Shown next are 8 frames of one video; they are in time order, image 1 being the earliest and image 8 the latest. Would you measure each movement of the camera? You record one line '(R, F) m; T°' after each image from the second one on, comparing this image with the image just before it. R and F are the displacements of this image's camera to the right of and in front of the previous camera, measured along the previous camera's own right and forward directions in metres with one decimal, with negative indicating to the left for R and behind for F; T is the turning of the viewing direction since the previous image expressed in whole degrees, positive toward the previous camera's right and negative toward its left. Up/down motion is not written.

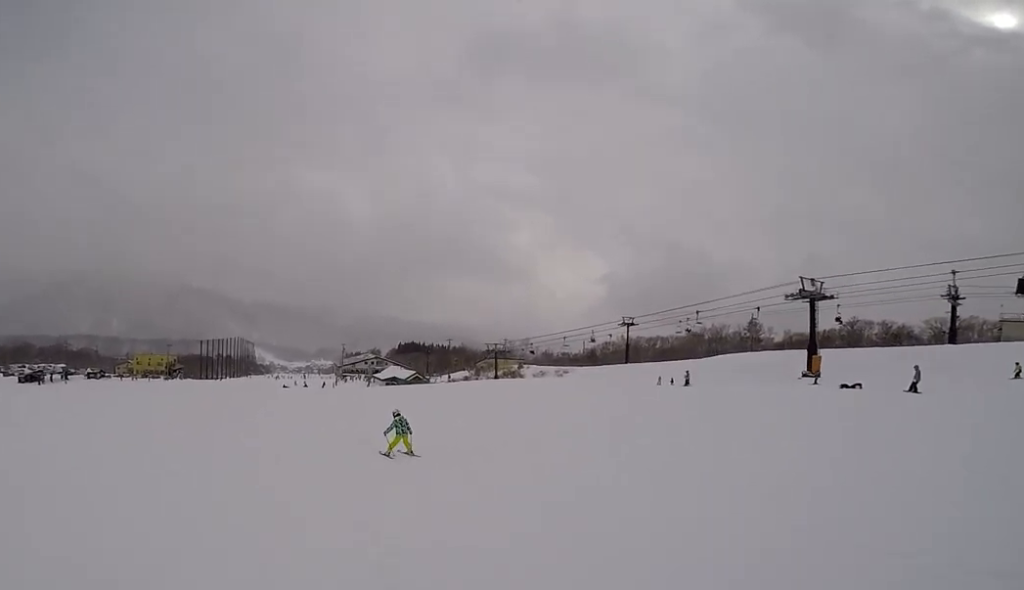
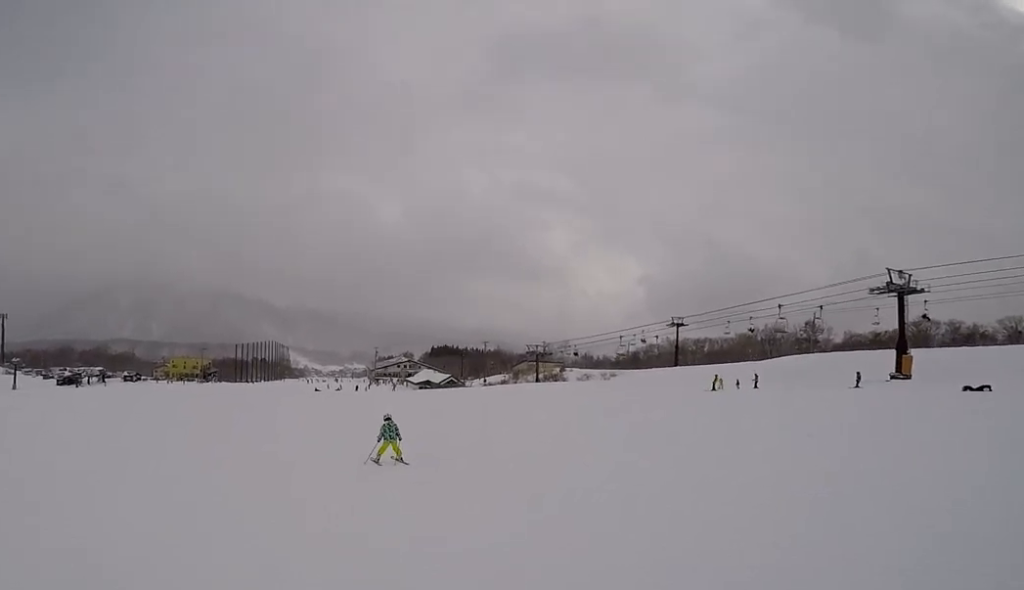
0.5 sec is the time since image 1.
(+0.5, +3.7) m; 0°
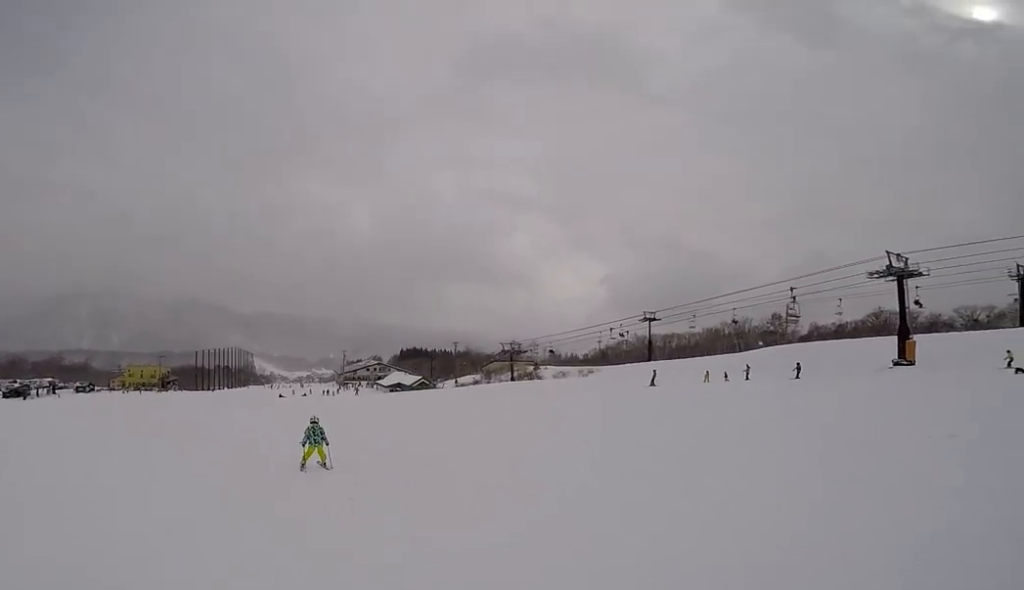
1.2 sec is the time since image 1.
(+0.1, +4.8) m; -2°
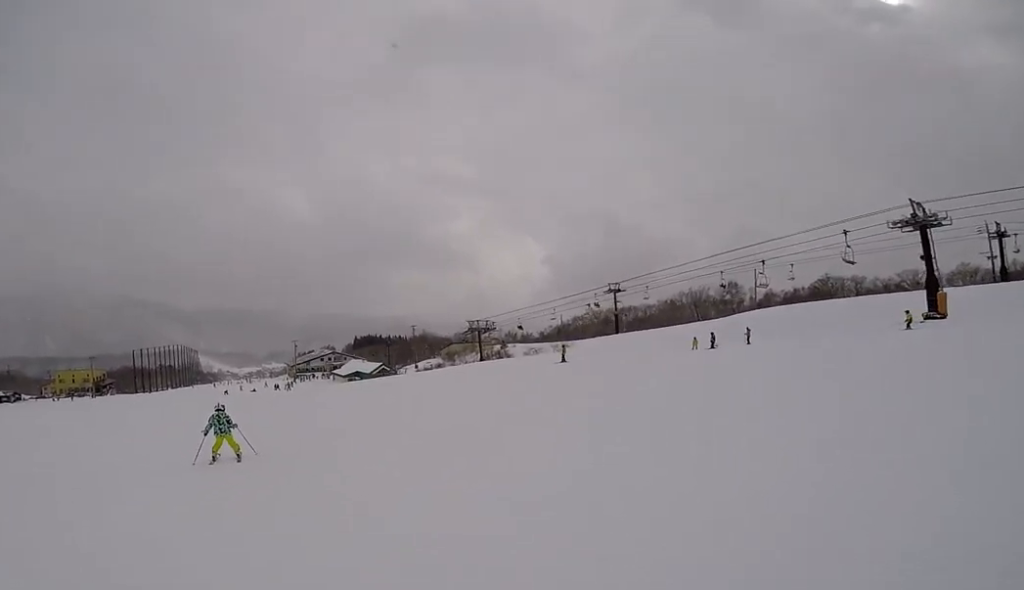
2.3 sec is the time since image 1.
(-0.8, +8.5) m; -5°
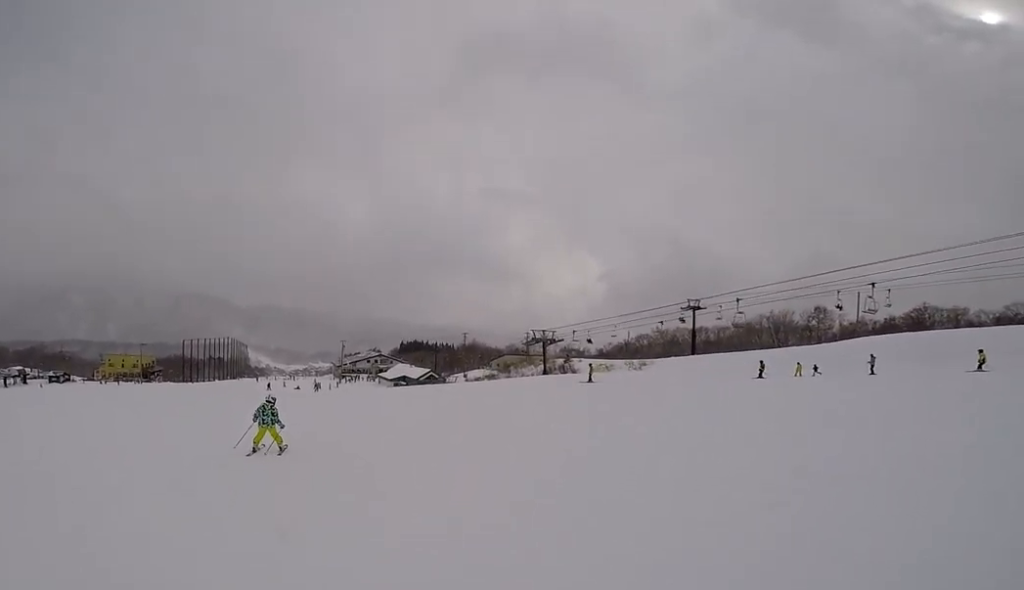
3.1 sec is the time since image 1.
(0.0, +5.9) m; 0°
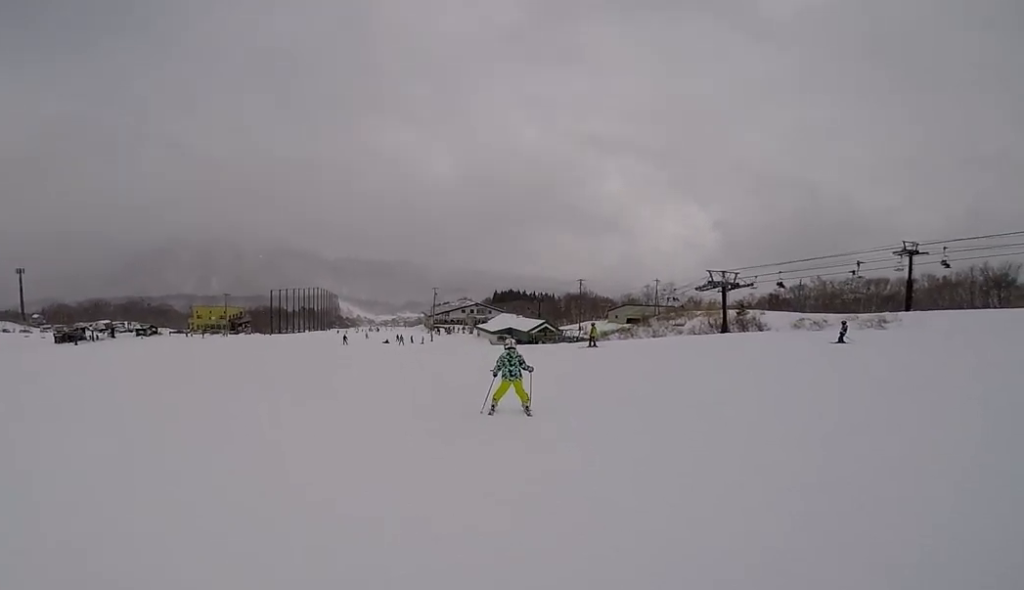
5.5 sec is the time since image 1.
(0.0, +16.9) m; 0°
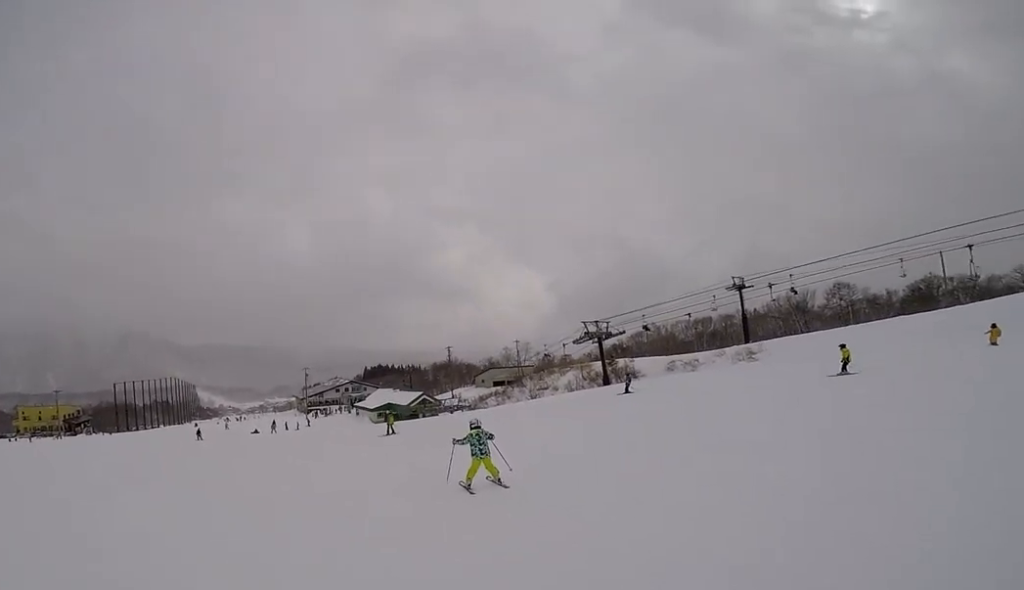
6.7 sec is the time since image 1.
(0.0, +7.3) m; 0°
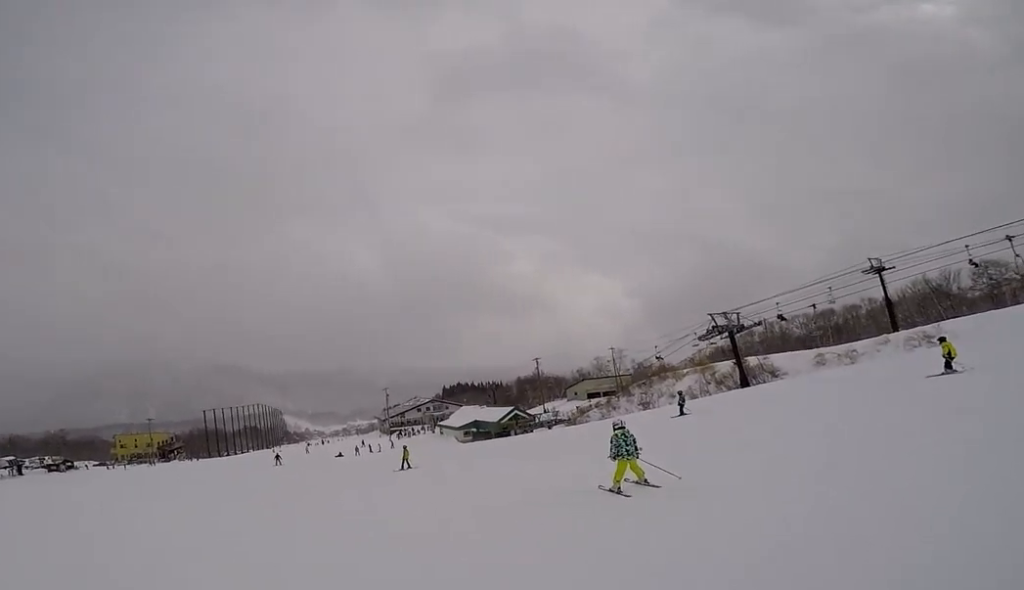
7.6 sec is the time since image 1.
(0.0, +5.9) m; 0°
